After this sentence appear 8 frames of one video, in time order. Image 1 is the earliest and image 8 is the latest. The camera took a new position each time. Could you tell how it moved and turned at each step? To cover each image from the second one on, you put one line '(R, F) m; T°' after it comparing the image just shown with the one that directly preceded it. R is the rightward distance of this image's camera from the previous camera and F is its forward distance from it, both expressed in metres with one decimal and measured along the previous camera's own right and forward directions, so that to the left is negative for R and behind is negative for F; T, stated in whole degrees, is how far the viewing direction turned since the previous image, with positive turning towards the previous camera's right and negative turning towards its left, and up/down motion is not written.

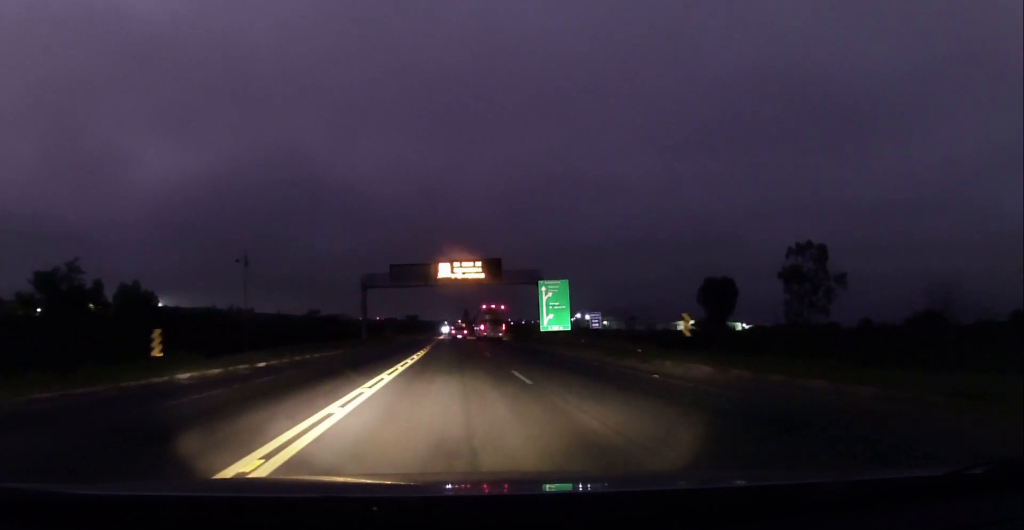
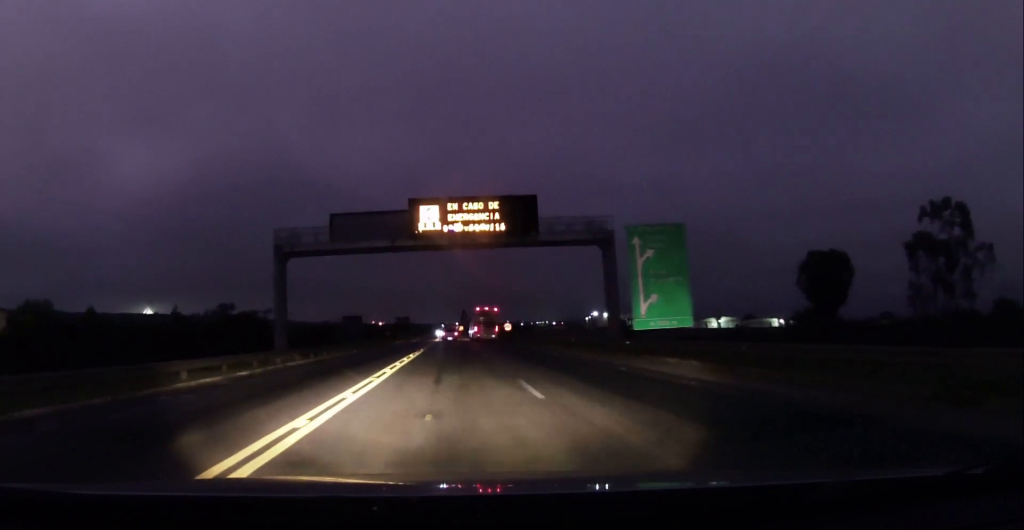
(0.0, +35.4) m; -1°
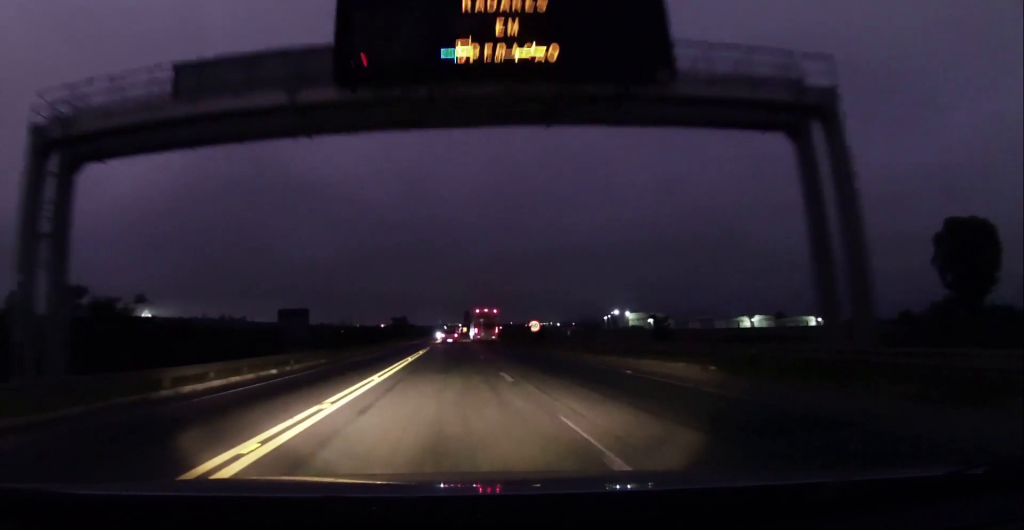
(+0.1, +25.2) m; 0°
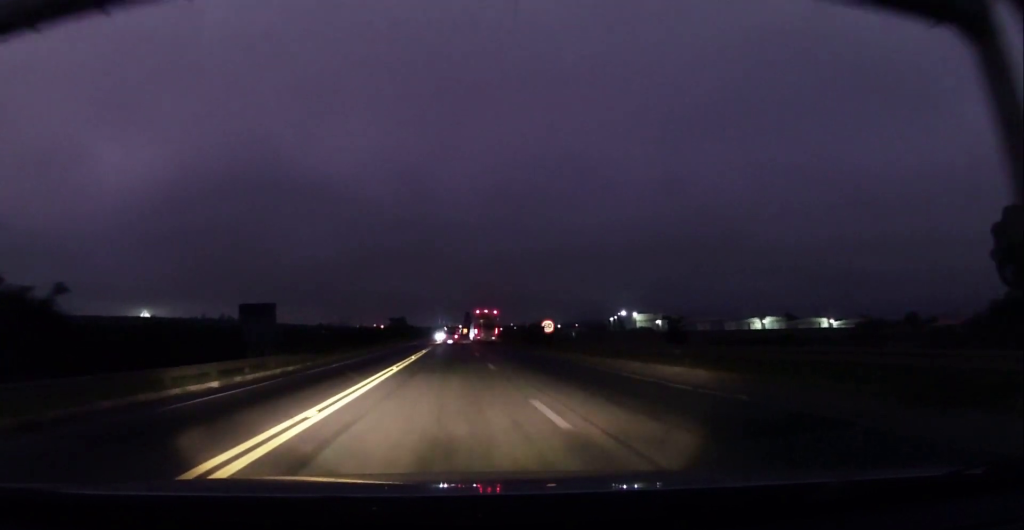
(-0.1, +7.7) m; 0°
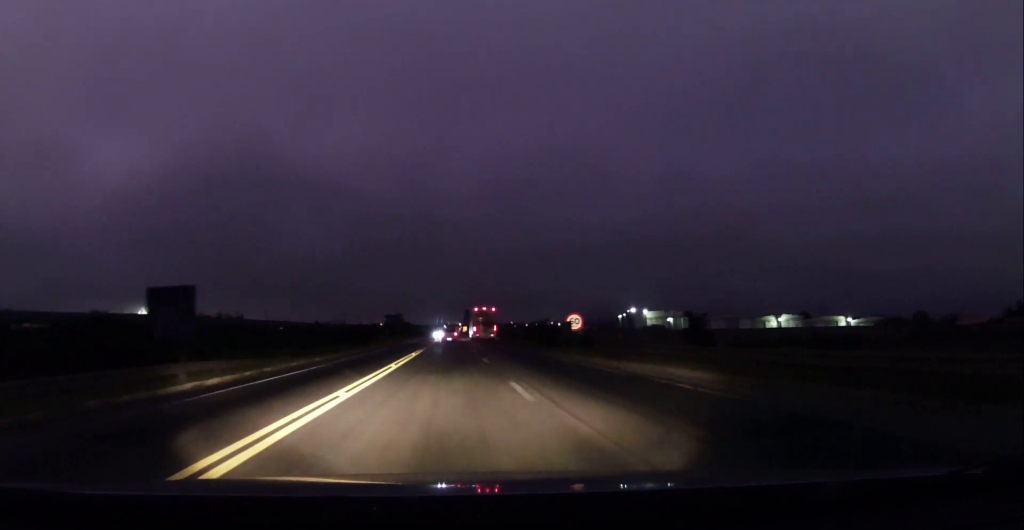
(+0.2, +10.7) m; 0°
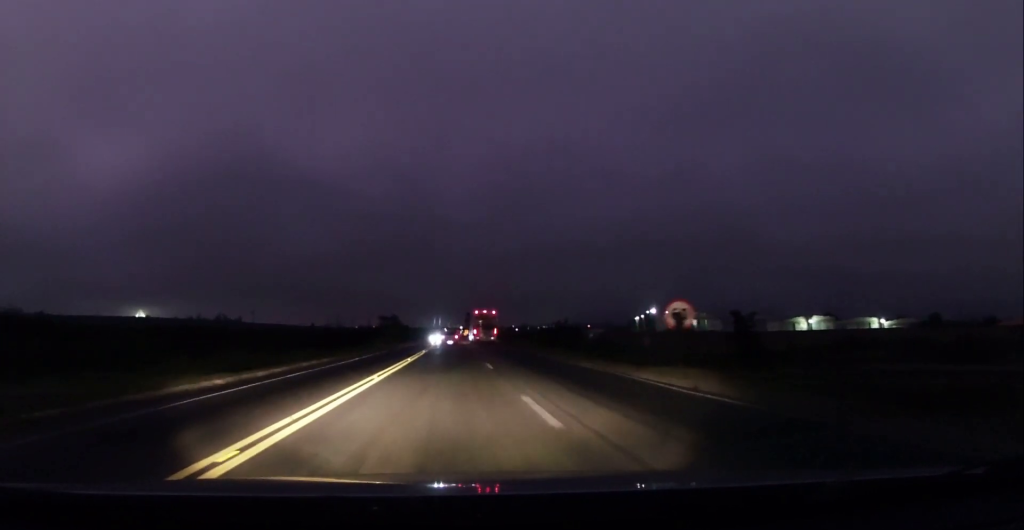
(-0.2, +17.2) m; 0°
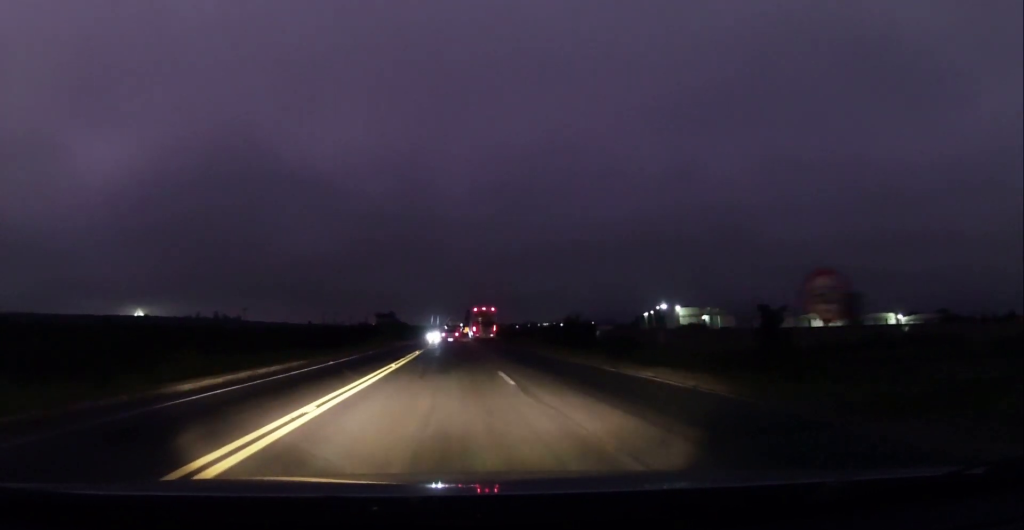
(-0.2, +8.1) m; 0°
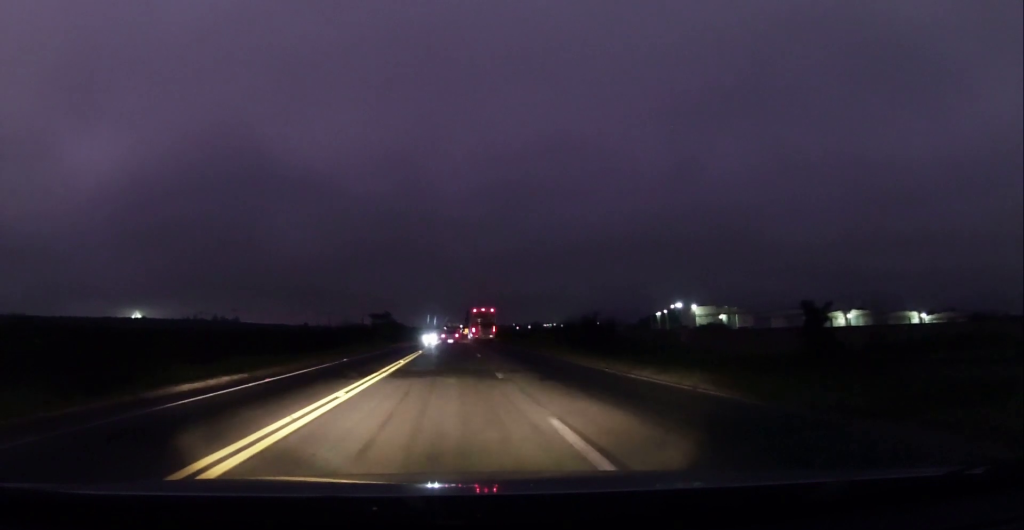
(+0.4, +10.7) m; 0°
